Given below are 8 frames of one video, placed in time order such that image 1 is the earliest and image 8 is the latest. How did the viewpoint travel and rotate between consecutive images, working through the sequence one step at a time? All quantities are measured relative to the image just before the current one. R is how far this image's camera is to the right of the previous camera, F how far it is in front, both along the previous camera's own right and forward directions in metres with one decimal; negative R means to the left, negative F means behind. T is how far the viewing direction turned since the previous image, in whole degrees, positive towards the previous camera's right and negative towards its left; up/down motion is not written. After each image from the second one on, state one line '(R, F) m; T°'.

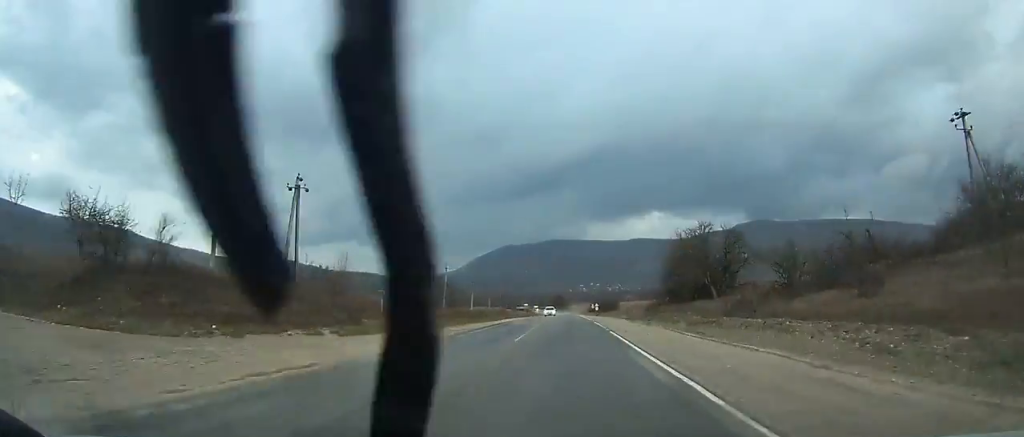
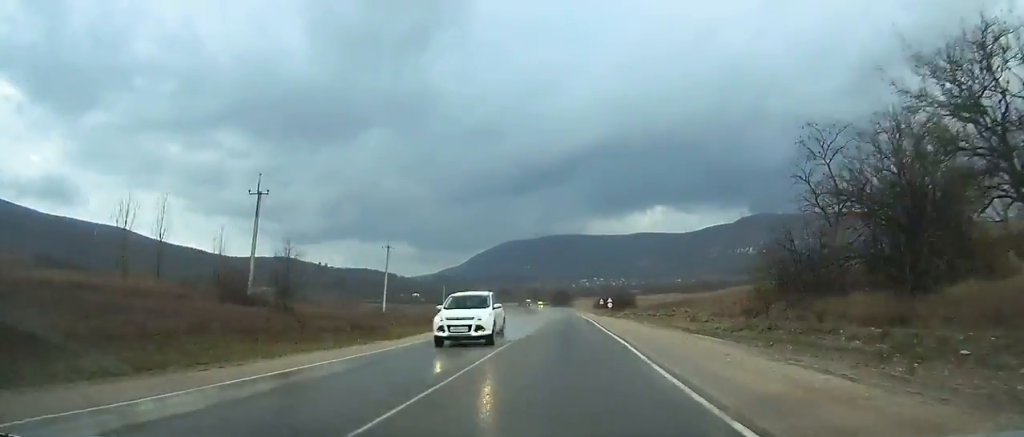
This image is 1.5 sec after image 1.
(0.0, +34.5) m; 0°
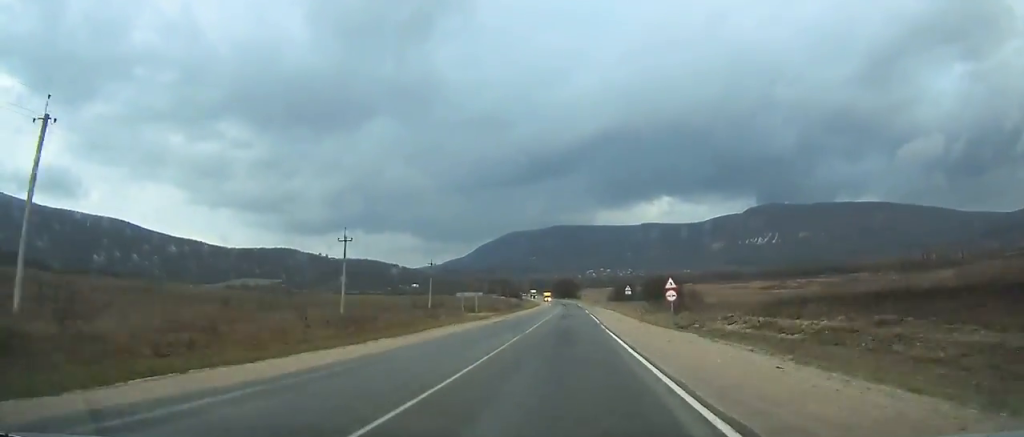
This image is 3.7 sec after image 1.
(-0.1, +50.7) m; 0°
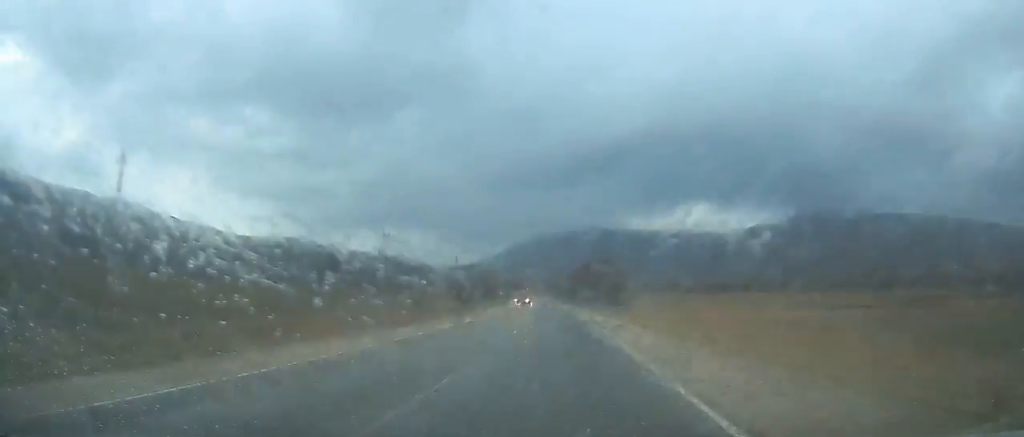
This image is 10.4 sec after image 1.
(-4.4, +155.6) m; -5°
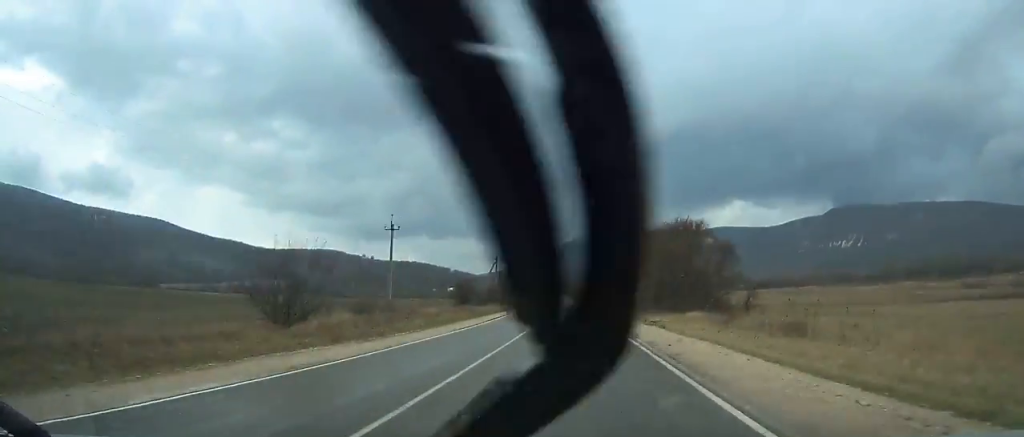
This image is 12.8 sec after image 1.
(-1.3, +56.4) m; -2°
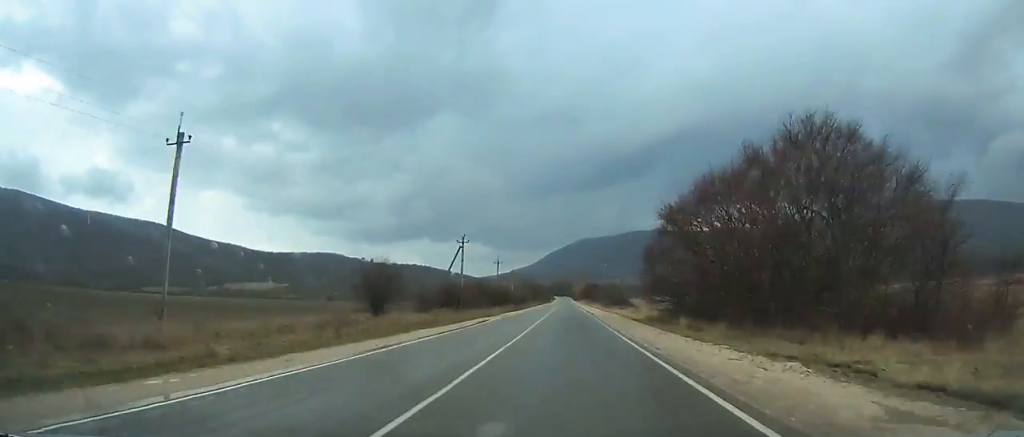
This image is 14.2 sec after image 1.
(-0.4, +33.2) m; 0°
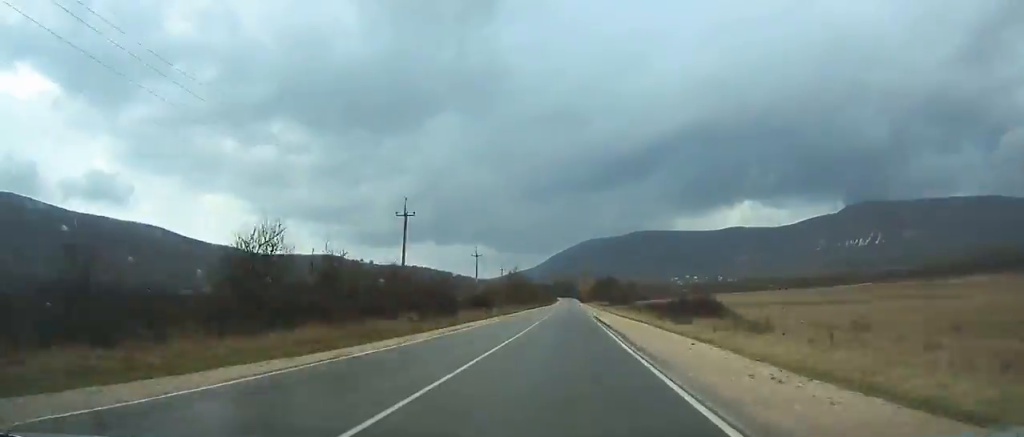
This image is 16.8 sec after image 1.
(-0.5, +62.1) m; -1°
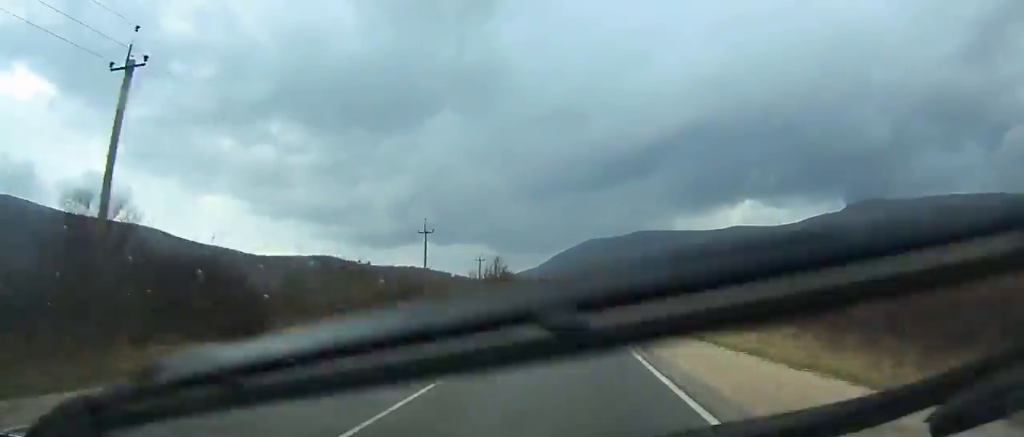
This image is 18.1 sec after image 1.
(-0.1, +31.3) m; 0°
